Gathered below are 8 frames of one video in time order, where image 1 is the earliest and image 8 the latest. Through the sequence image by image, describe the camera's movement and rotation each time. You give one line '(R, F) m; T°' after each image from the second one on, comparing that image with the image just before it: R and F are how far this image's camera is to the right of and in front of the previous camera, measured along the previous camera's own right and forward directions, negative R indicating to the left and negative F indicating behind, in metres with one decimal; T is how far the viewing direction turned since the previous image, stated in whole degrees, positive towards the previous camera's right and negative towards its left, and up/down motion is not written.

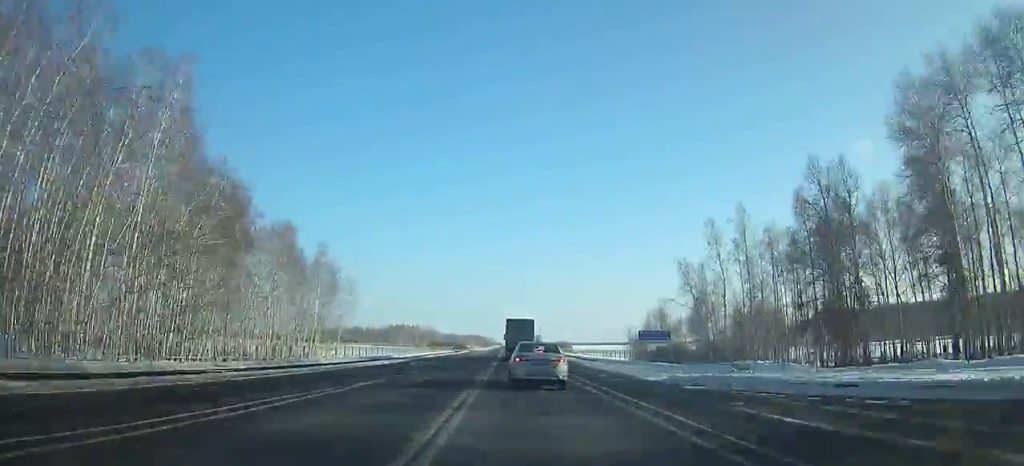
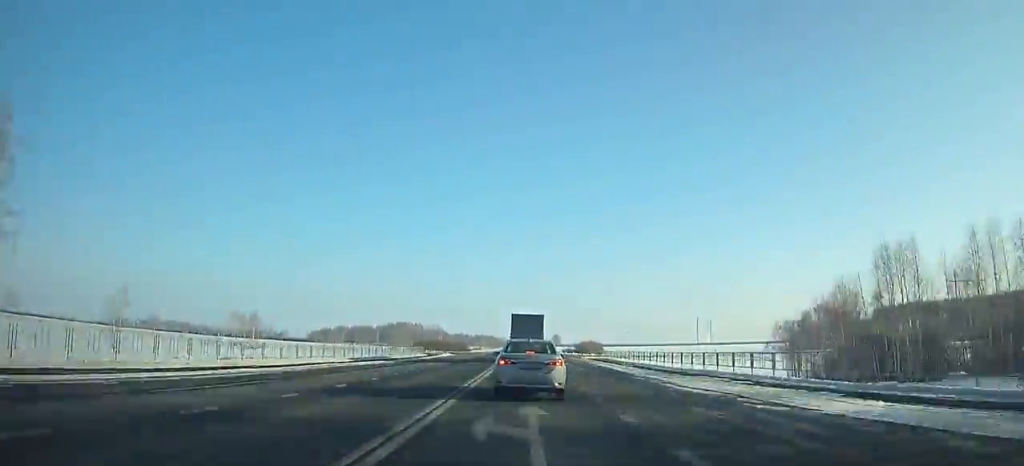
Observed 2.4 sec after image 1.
(-0.8, +61.6) m; -1°
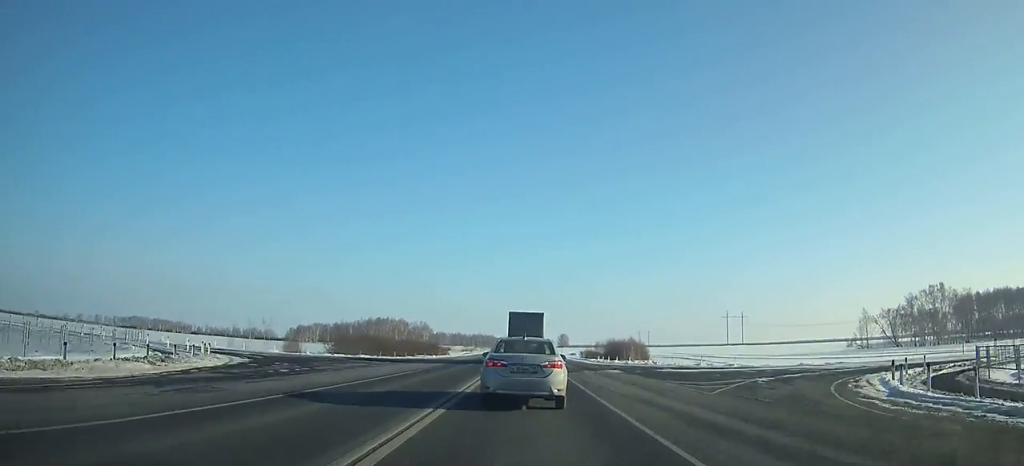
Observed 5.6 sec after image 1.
(-0.2, +77.0) m; 0°
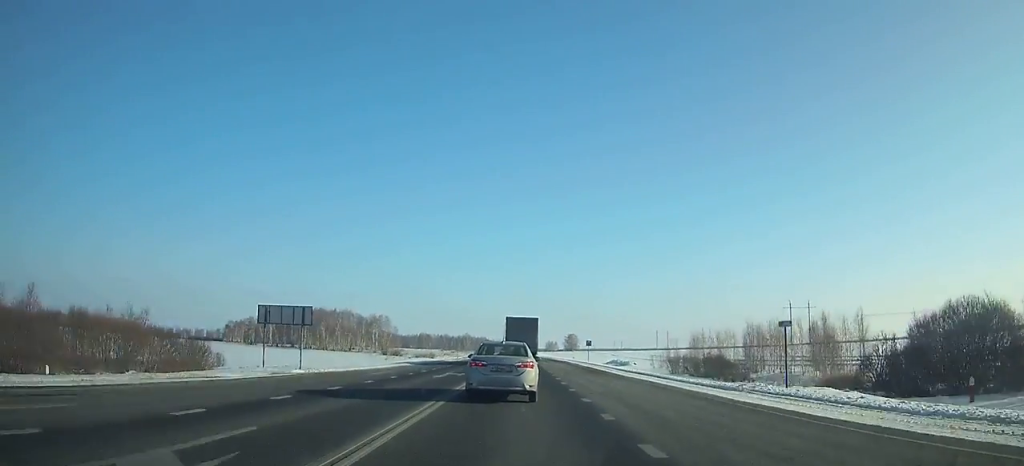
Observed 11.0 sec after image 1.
(0.0, +123.2) m; 0°
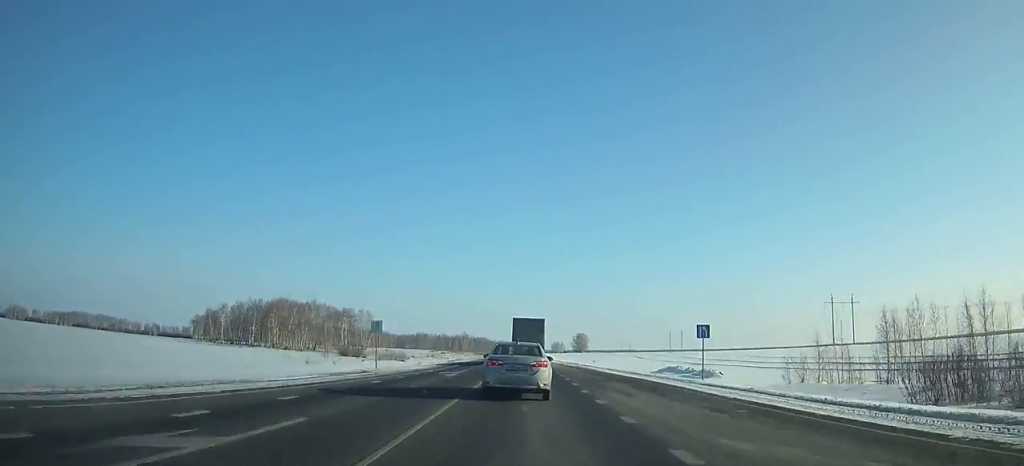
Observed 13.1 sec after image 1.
(0.0, +47.5) m; 0°
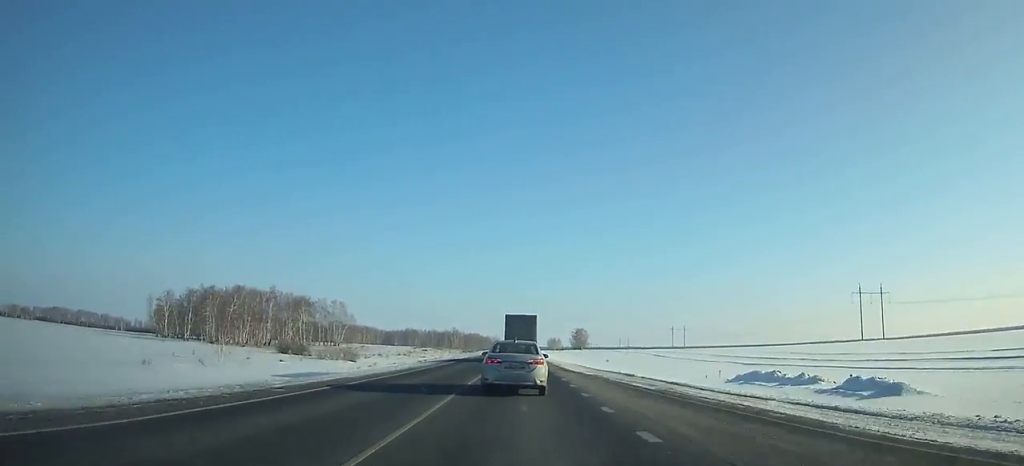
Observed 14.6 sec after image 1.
(0.0, +34.0) m; 0°
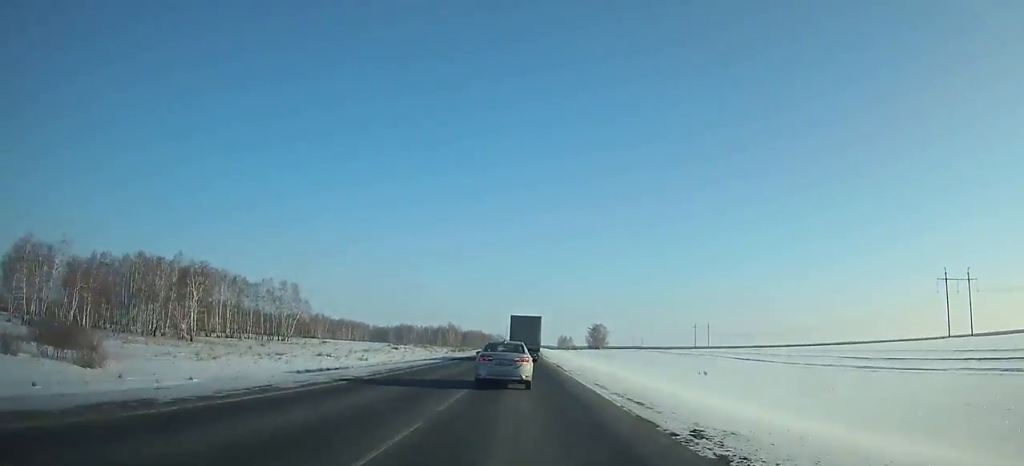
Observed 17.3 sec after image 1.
(-0.2, +62.0) m; 0°
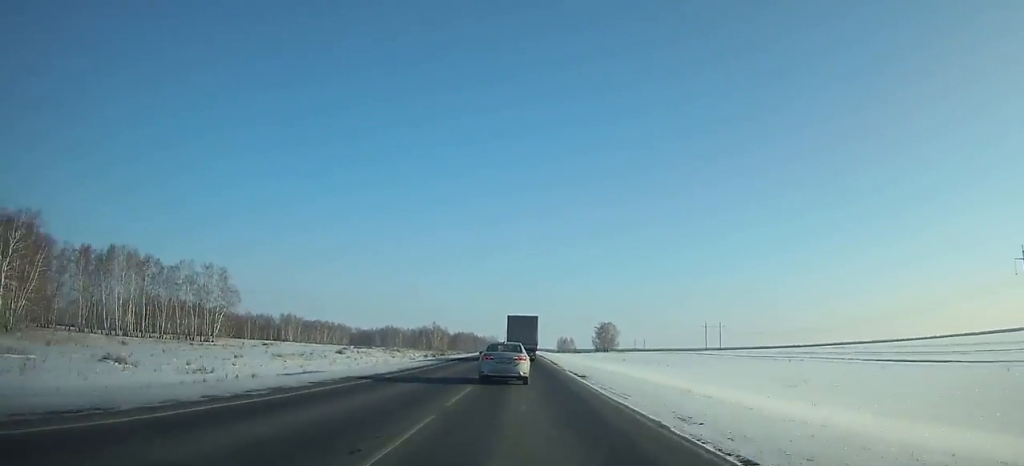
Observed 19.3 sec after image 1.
(+0.2, +46.6) m; 0°
